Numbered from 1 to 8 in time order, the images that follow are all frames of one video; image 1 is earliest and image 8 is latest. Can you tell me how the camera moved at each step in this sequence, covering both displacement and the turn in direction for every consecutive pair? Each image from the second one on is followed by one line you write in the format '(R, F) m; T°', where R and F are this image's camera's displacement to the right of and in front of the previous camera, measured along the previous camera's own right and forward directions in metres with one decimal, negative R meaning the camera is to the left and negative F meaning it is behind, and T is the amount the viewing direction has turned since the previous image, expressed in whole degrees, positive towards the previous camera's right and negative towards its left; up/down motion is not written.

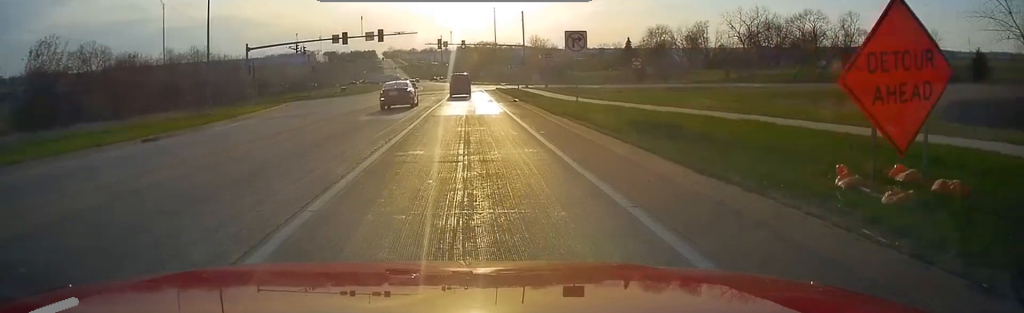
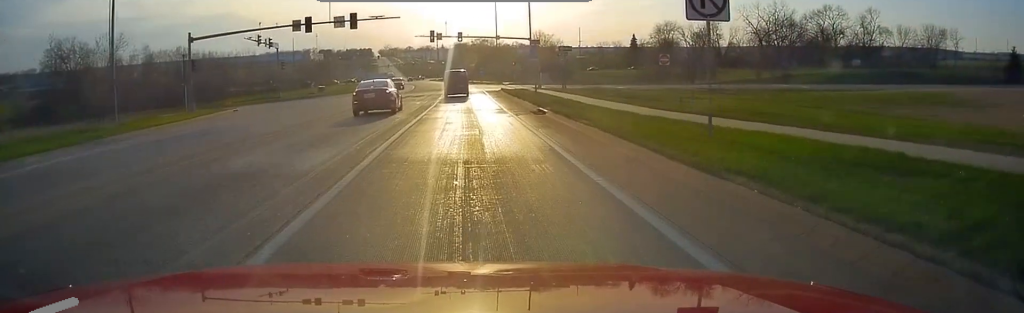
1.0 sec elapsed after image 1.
(+0.4, +13.2) m; 0°
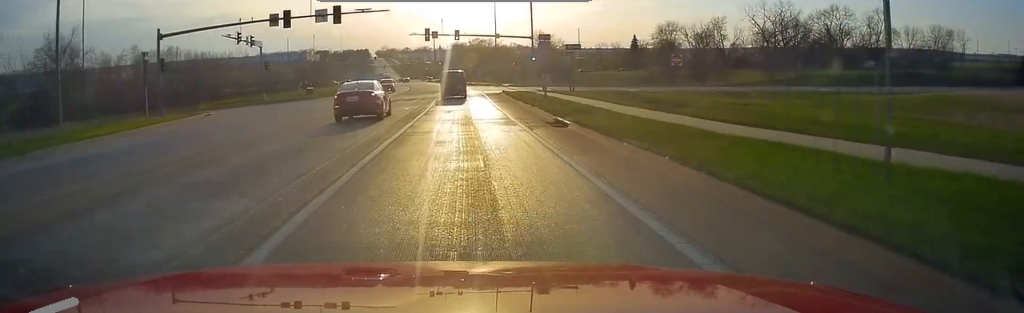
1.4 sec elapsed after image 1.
(-0.1, +5.3) m; 0°
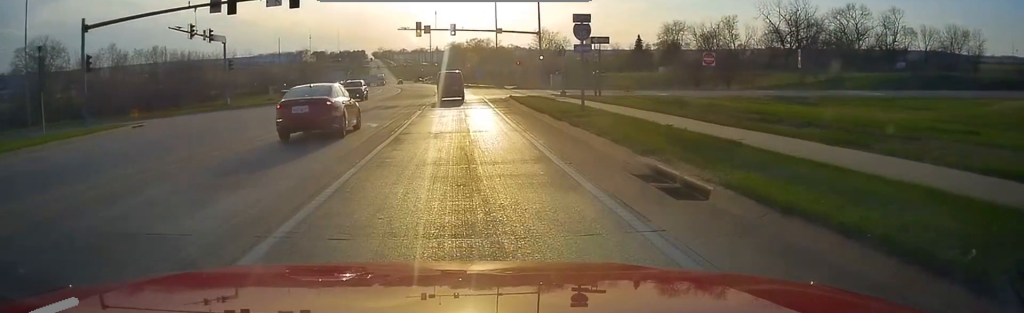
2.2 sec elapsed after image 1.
(-0.3, +10.7) m; +1°
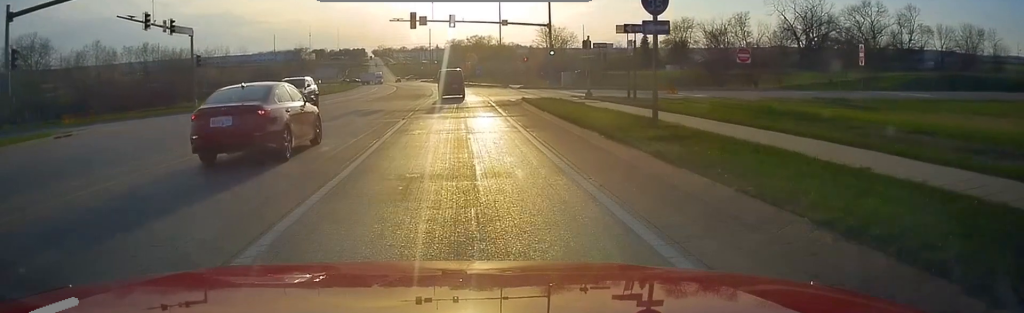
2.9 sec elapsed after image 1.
(+0.5, +7.8) m; +1°
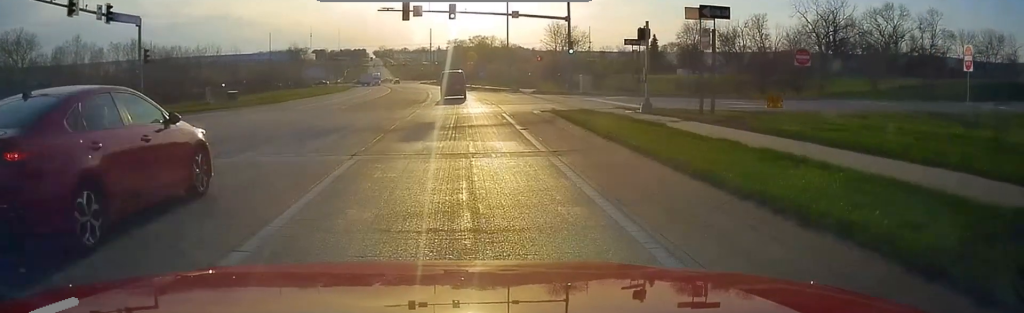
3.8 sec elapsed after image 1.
(-0.2, +9.6) m; -2°
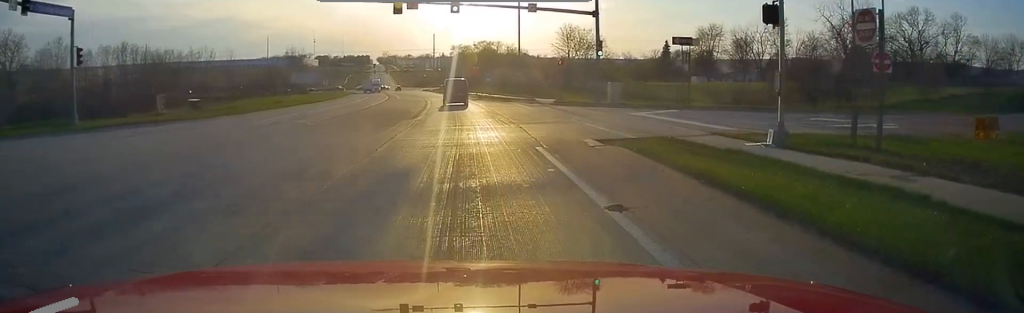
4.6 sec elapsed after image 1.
(-0.1, +9.1) m; +1°
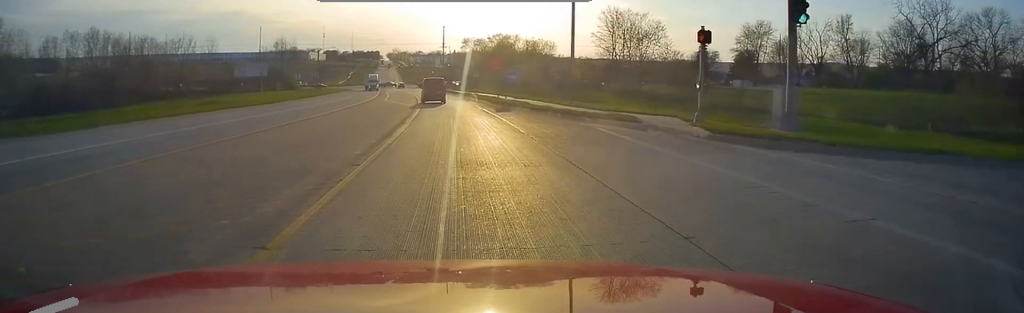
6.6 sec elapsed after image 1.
(+0.9, +23.0) m; +2°
